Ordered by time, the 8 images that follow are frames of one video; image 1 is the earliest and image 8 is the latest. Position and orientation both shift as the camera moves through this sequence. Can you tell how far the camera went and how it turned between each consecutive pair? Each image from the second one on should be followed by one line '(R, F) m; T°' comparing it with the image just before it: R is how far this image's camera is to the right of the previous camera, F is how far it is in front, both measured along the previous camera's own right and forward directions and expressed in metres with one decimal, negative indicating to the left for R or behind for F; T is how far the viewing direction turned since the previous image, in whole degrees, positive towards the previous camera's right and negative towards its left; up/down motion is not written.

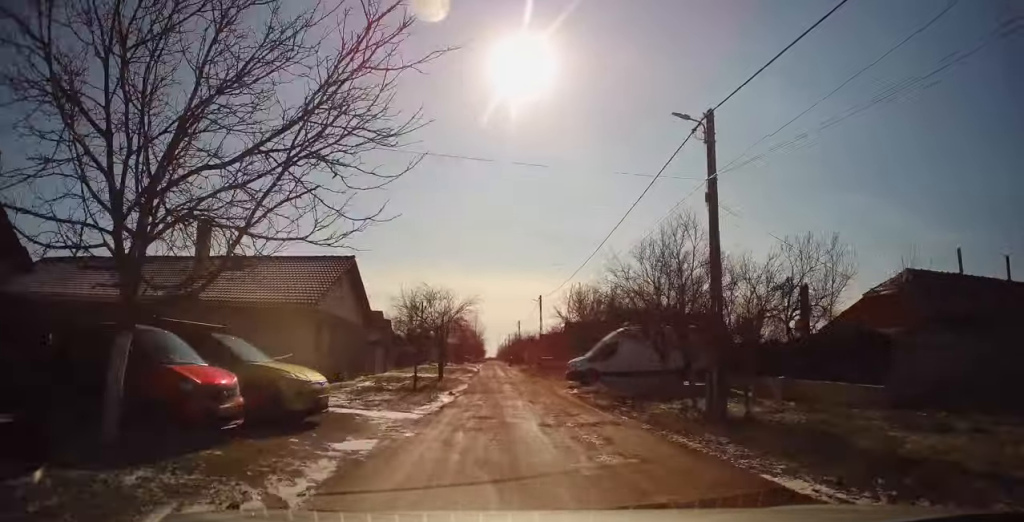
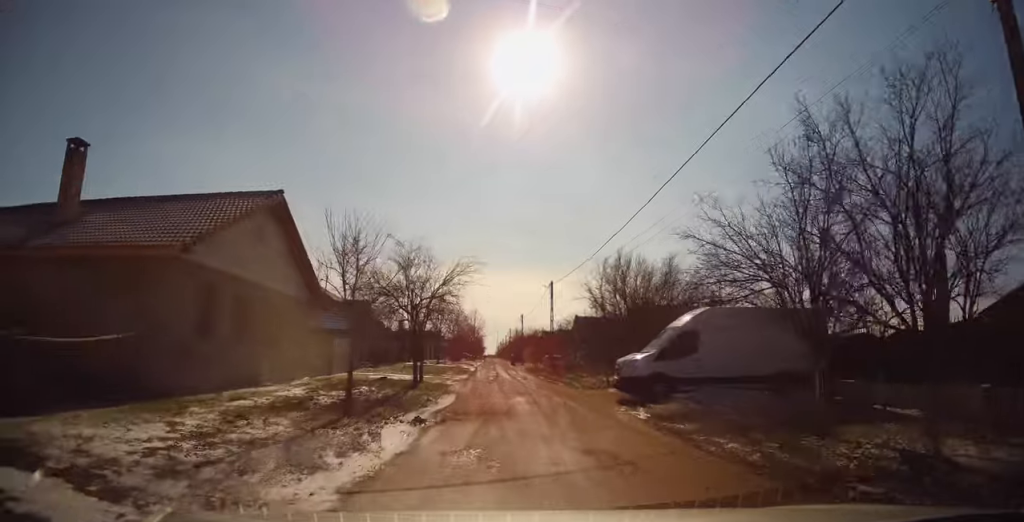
(+0.3, +9.1) m; +1°
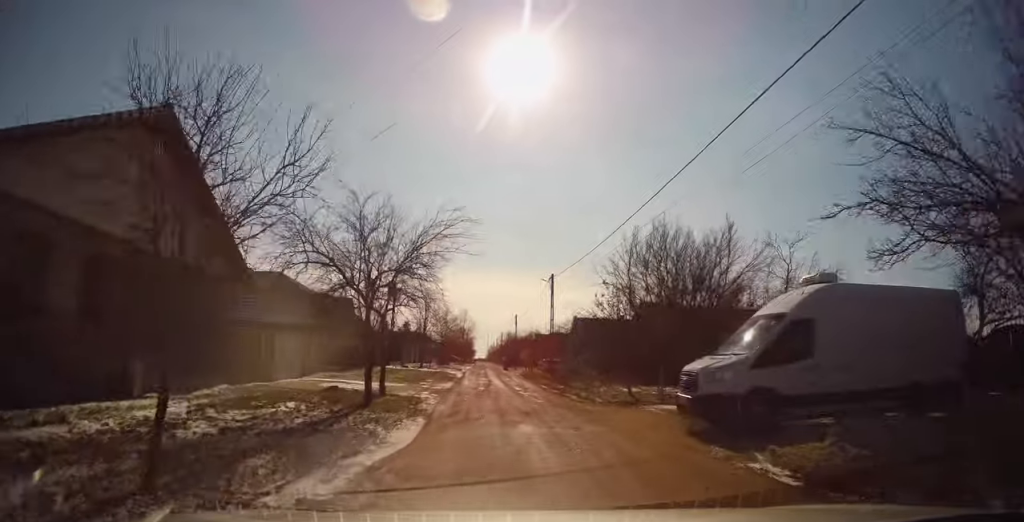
(-0.3, +6.0) m; 0°
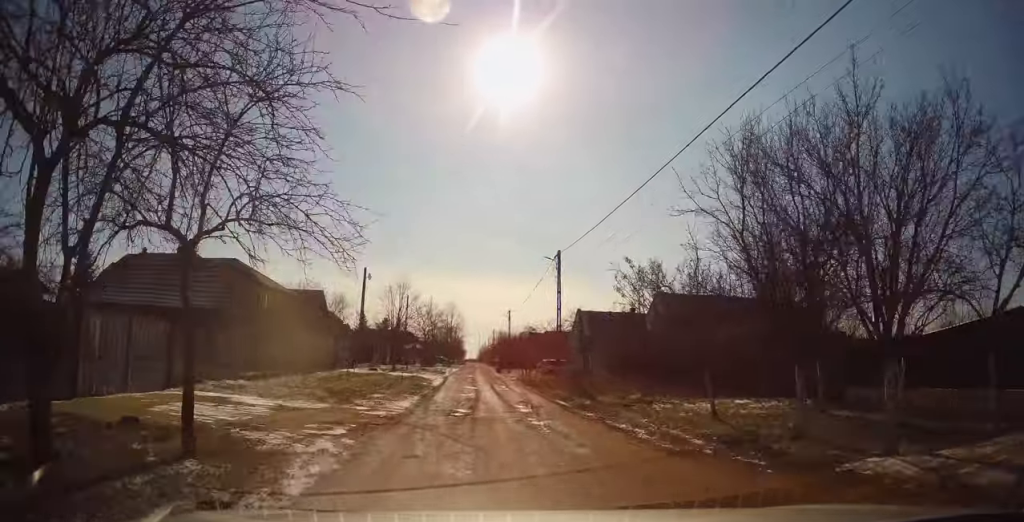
(+0.2, +9.1) m; 0°
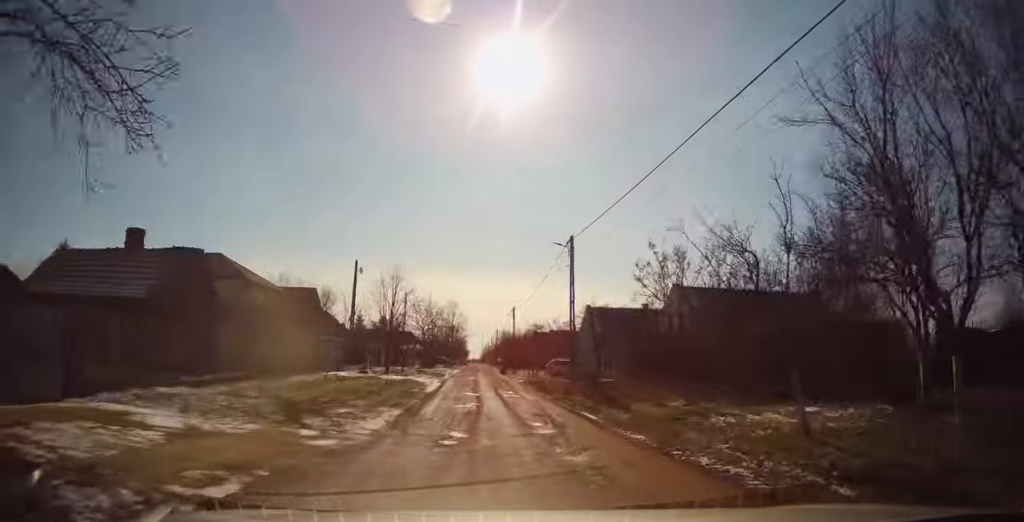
(-0.2, +3.9) m; 0°
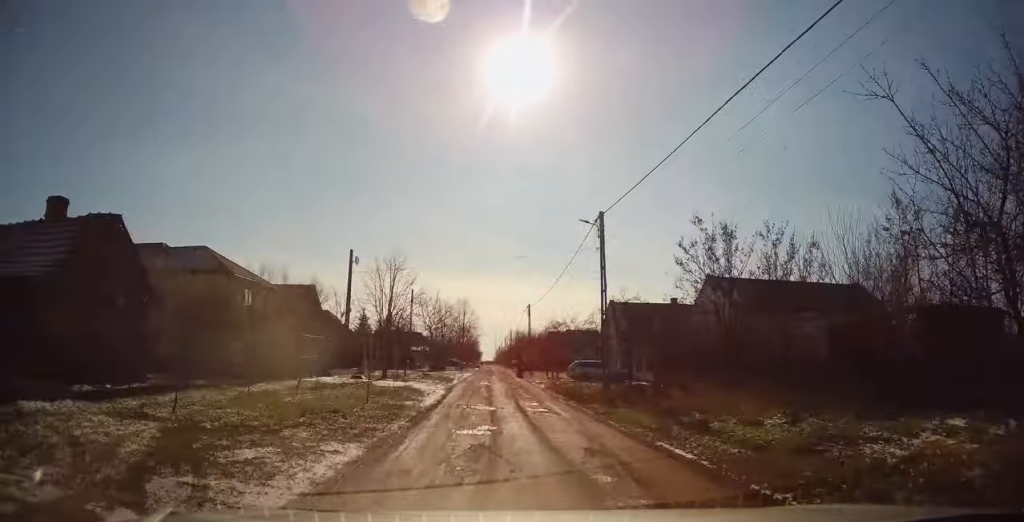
(+0.2, +5.0) m; 0°
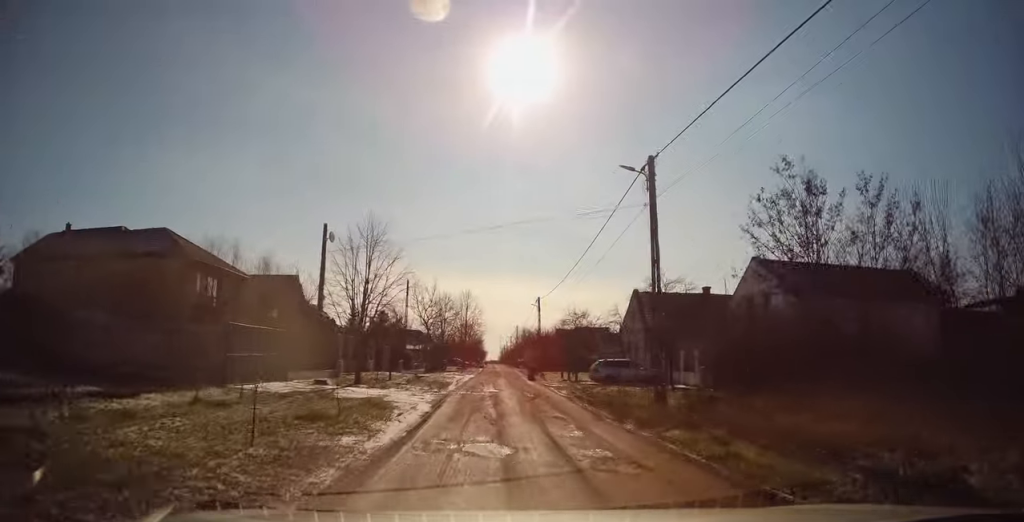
(-0.1, +6.8) m; 0°
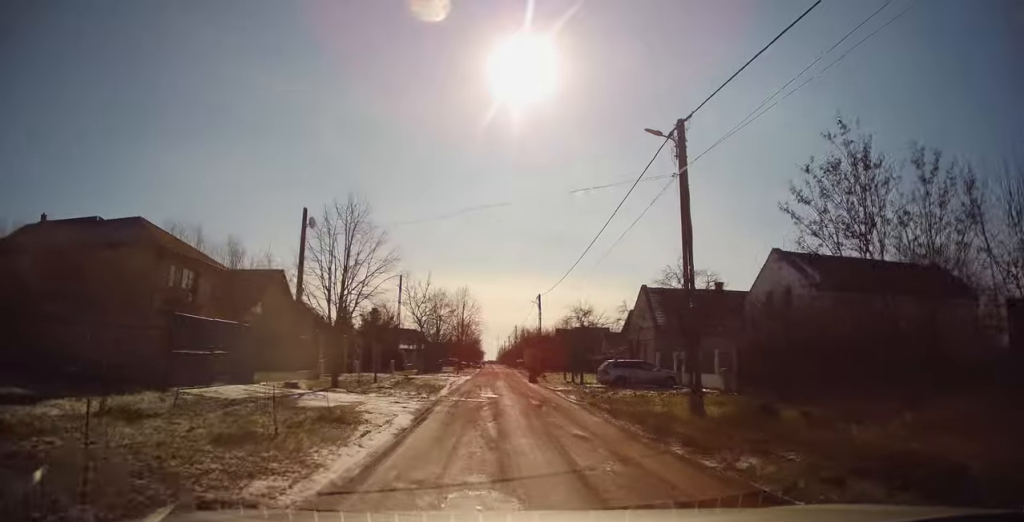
(-0.1, +2.9) m; 0°
